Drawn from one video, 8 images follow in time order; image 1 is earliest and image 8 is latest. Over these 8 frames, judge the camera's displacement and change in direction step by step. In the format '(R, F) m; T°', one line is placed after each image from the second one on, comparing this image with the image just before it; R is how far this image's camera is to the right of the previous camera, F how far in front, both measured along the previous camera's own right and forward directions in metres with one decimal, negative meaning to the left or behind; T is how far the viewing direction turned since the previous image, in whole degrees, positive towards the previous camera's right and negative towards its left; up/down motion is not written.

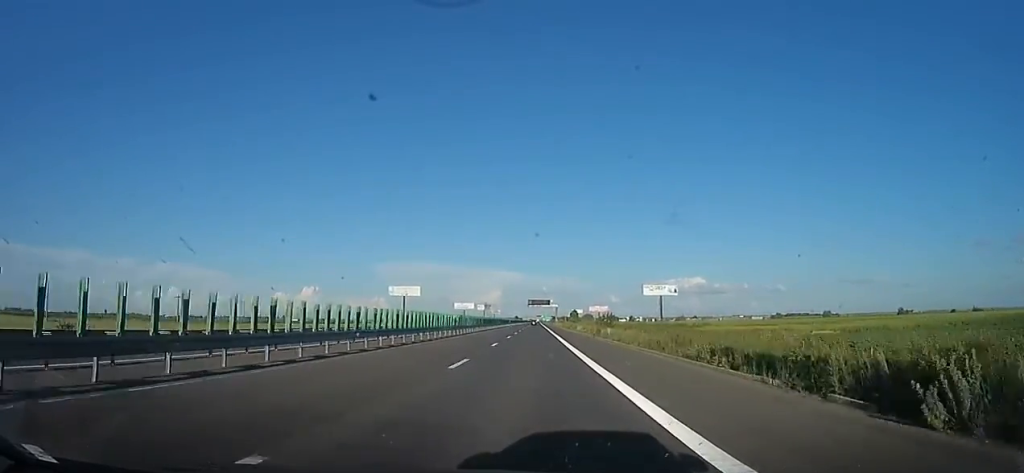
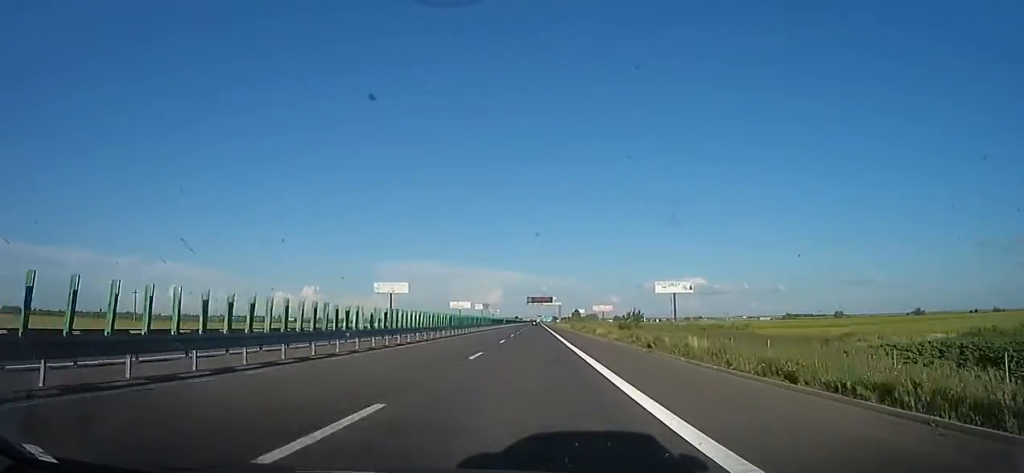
(+0.9, +21.1) m; 0°
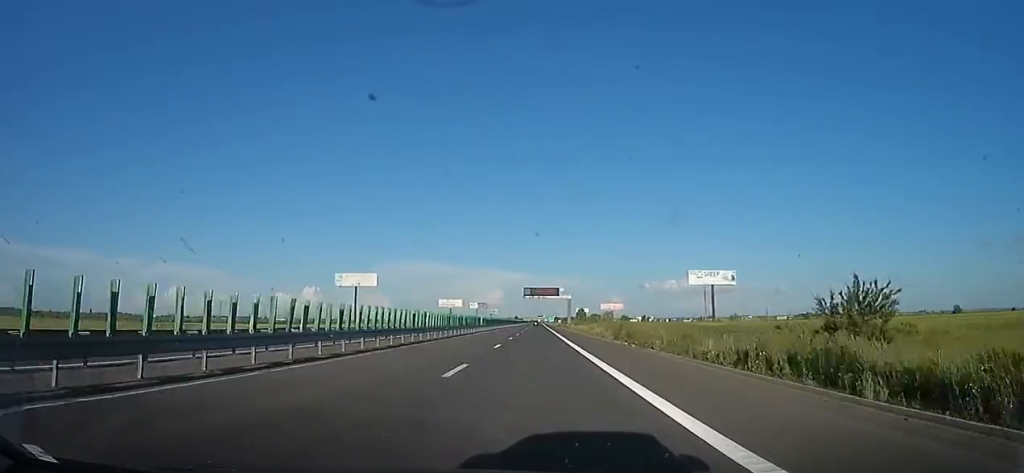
(-1.2, +41.6) m; 0°
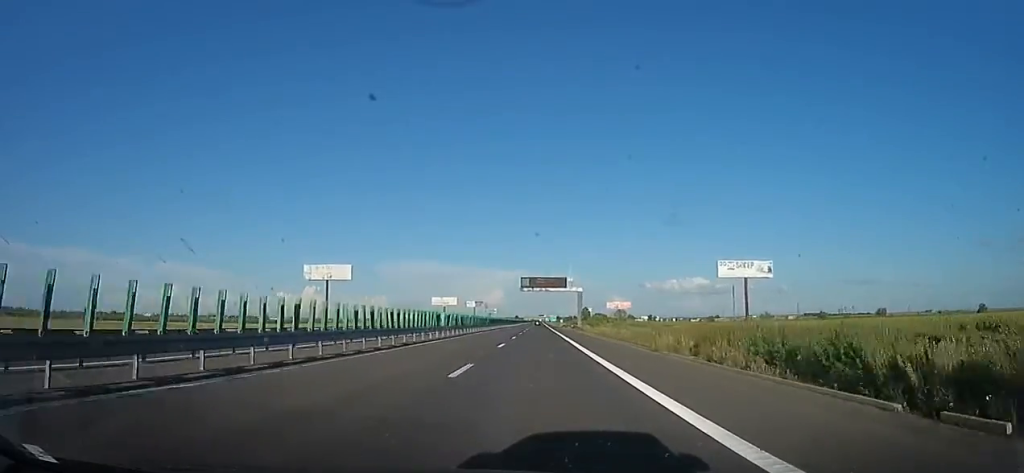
(+1.0, +24.1) m; 0°
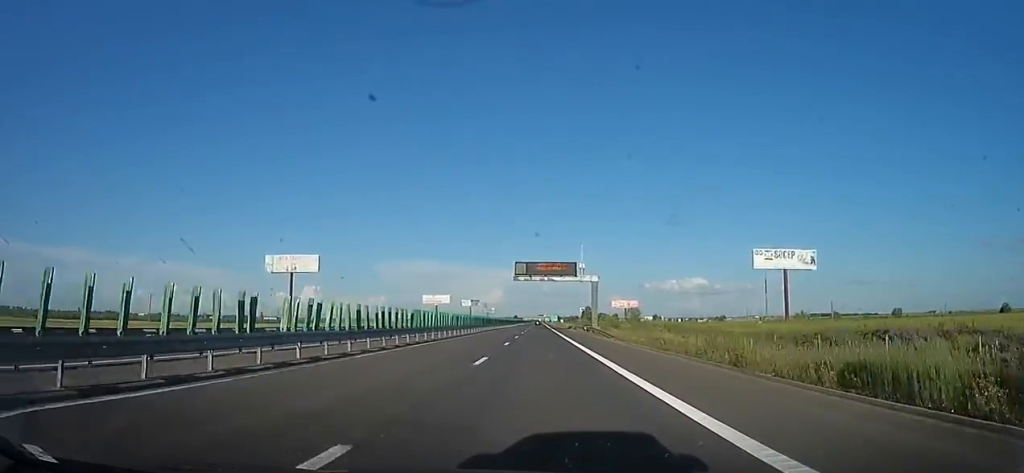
(-0.3, +21.7) m; 0°
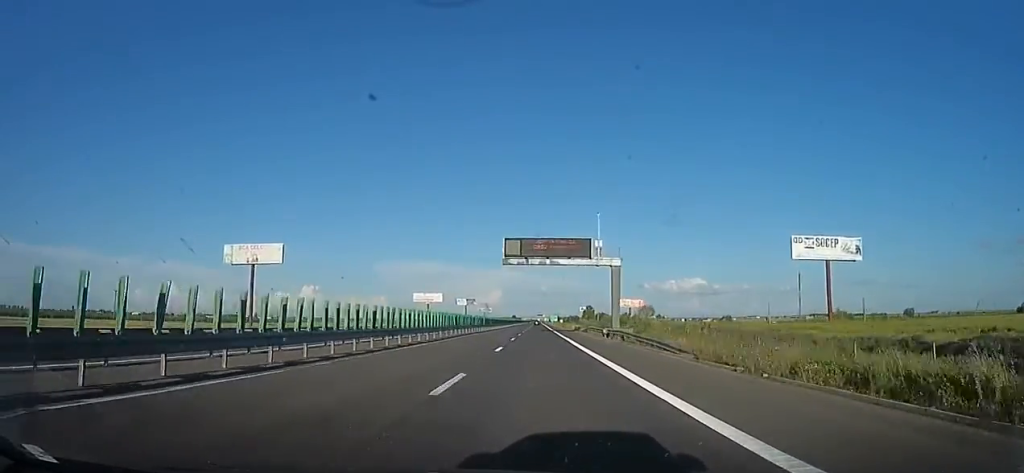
(-0.7, +17.5) m; 0°
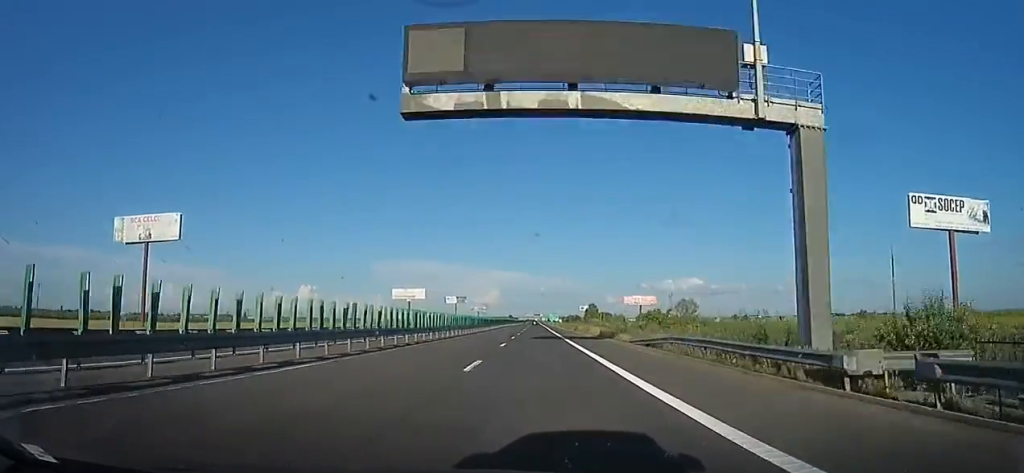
(+1.0, +32.5) m; 0°
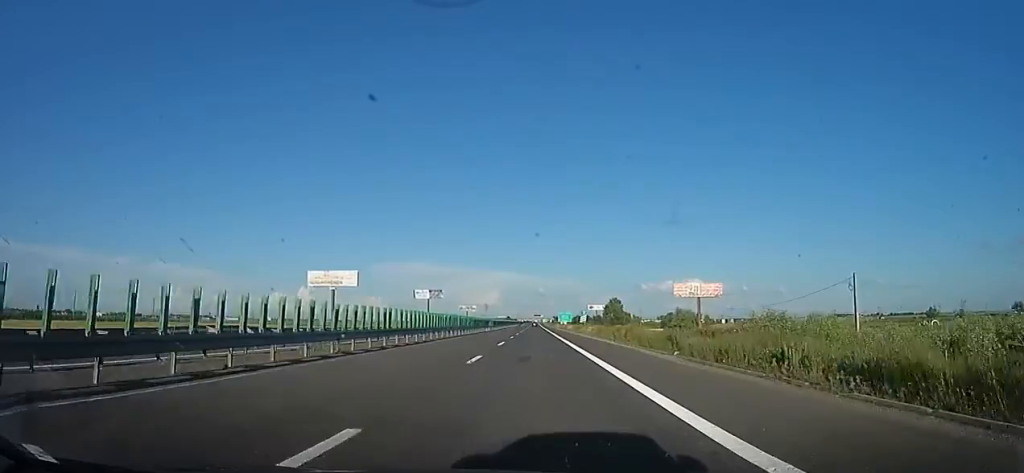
(+0.3, +82.5) m; 0°
